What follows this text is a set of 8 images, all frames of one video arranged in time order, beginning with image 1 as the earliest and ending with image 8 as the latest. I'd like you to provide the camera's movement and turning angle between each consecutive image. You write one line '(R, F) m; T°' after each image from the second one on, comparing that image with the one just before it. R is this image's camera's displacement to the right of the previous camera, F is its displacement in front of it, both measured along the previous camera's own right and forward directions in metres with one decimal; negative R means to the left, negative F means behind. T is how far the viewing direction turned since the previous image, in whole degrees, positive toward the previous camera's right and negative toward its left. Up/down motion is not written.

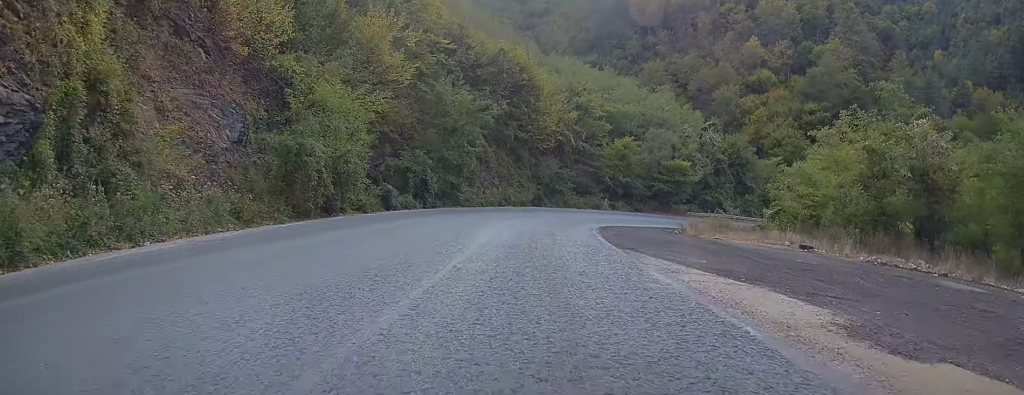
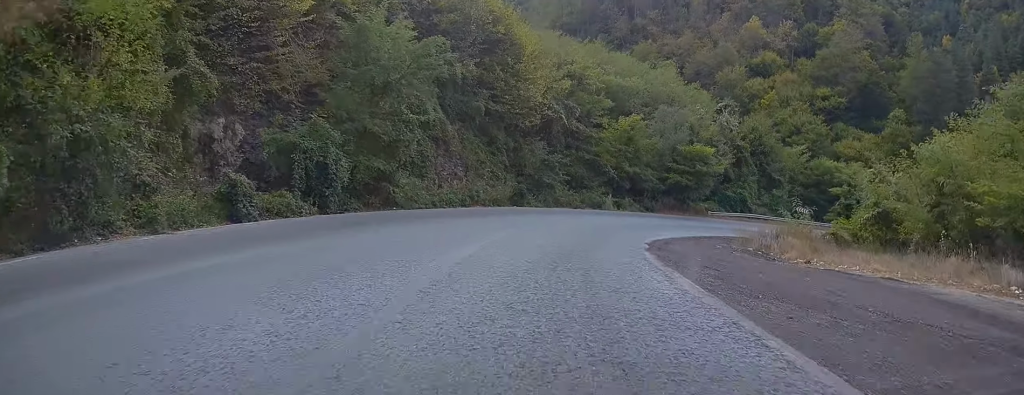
(+0.4, +17.9) m; +2°
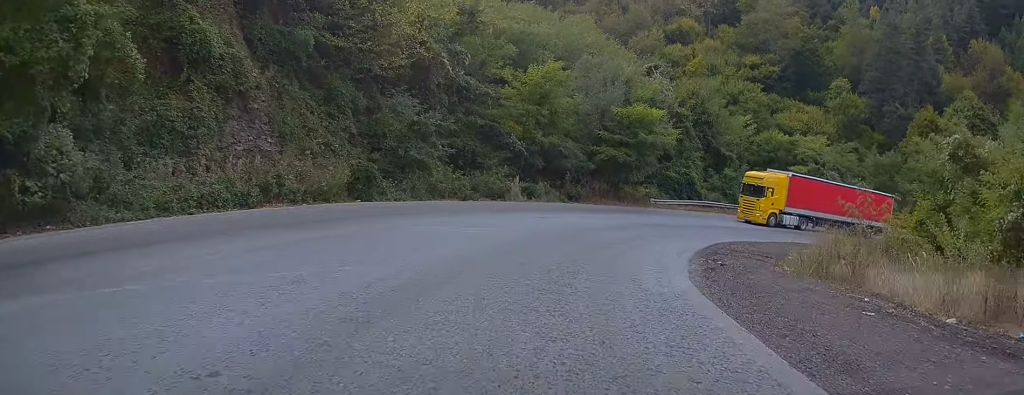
(+0.9, +17.8) m; +10°
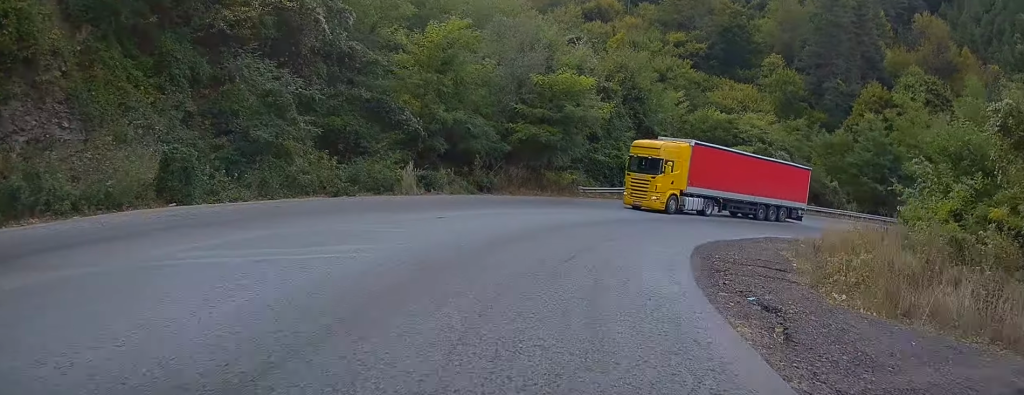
(+0.4, +8.2) m; +7°
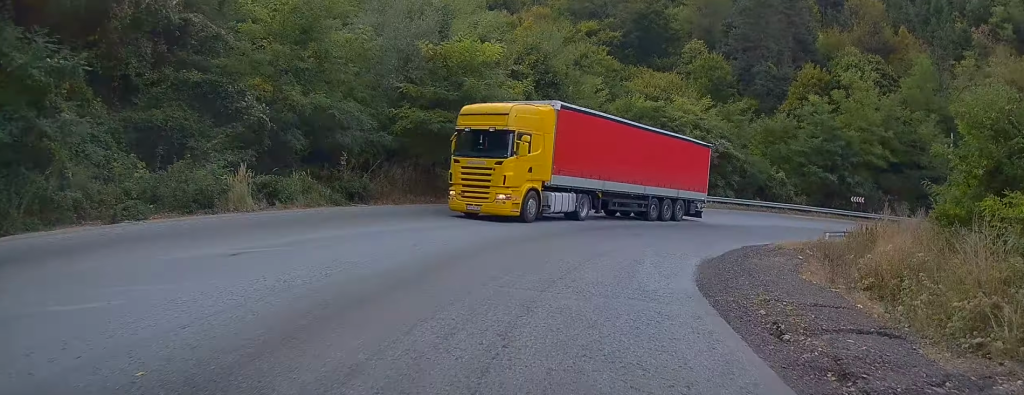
(+0.7, +8.4) m; +7°
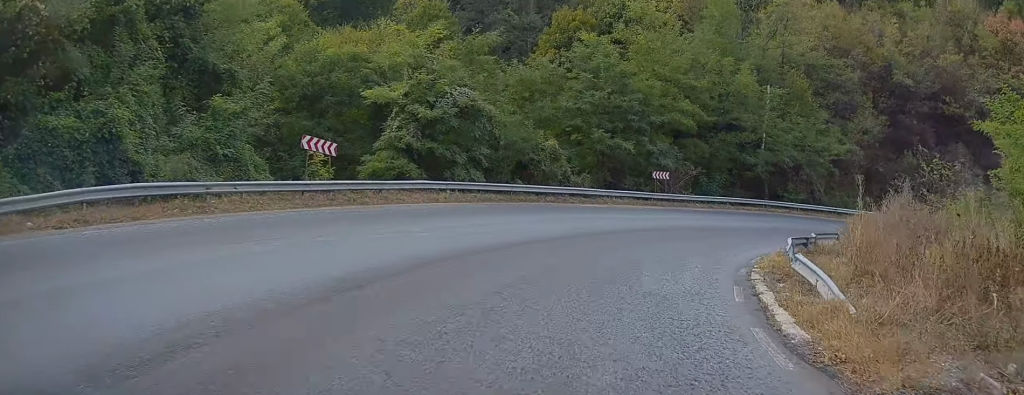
(+3.3, +19.7) m; +21°
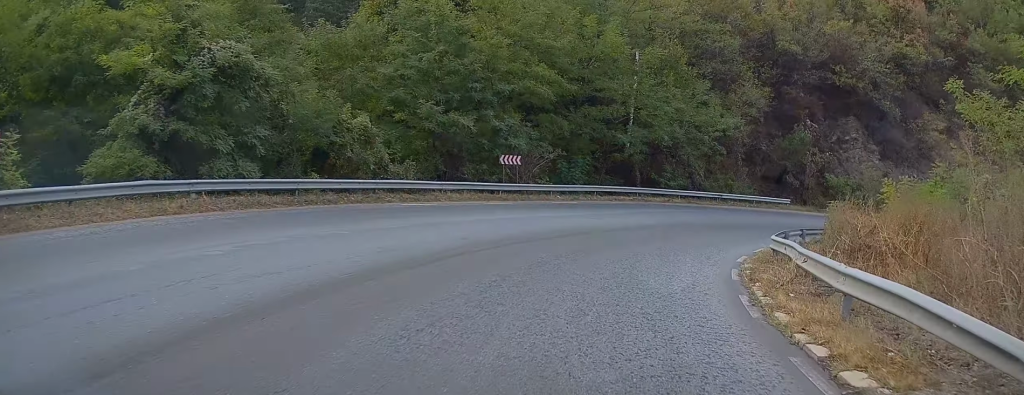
(+1.0, +9.4) m; +11°
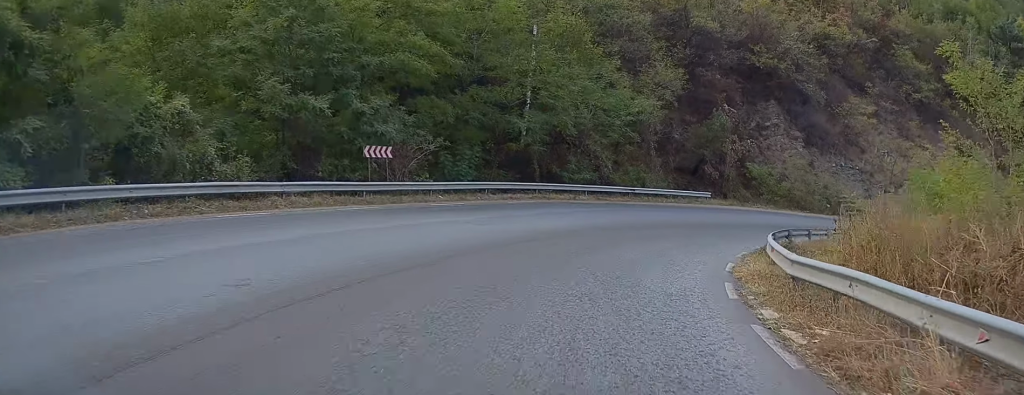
(+0.2, +6.5) m; +7°
